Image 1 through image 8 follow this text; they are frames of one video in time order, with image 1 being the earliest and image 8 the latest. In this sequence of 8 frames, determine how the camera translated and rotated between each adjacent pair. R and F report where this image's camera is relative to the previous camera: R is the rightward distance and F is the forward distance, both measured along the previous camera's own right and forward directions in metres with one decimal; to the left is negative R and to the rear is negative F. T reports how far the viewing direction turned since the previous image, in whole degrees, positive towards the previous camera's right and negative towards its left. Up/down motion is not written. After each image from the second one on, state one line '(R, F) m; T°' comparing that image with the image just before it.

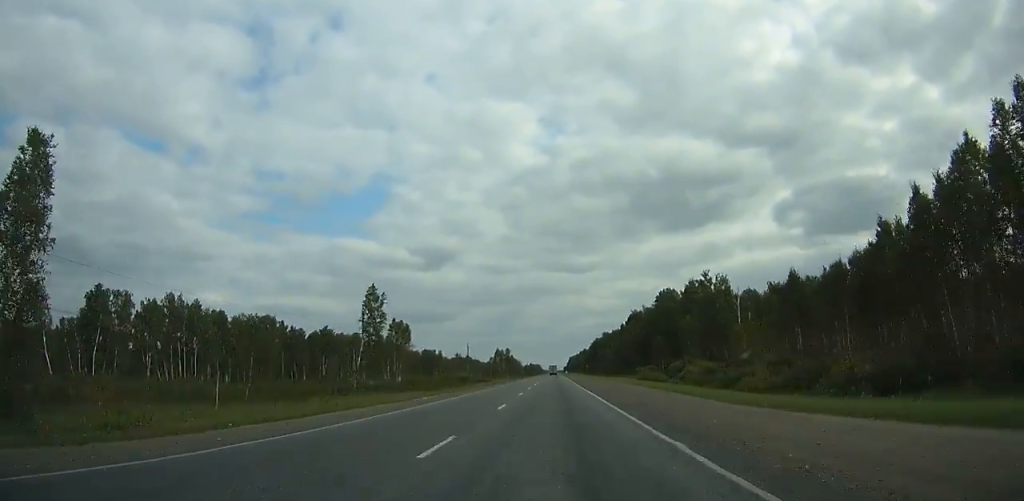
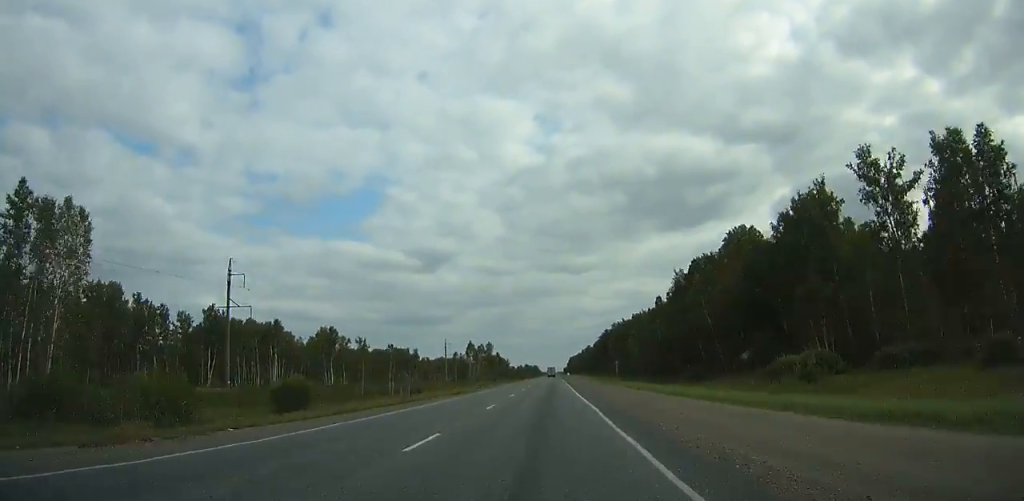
(+0.2, +69.6) m; 0°
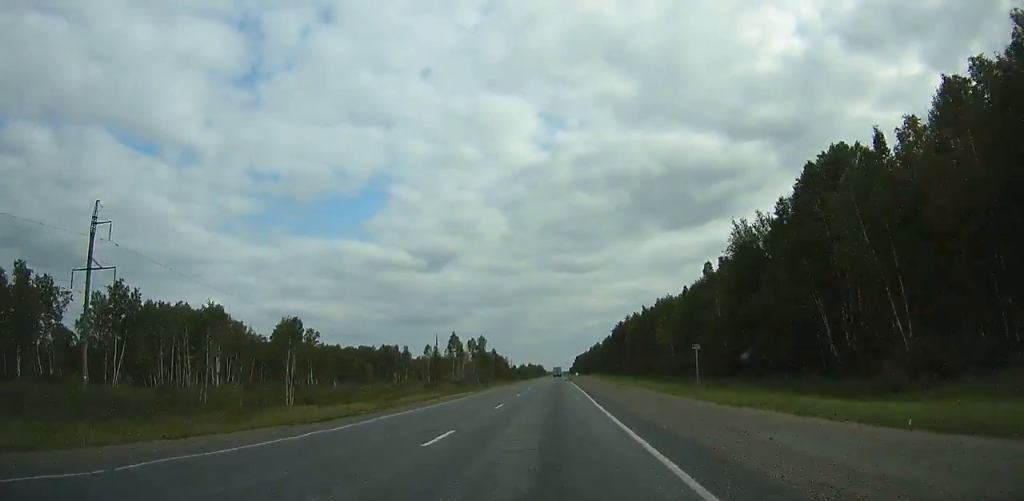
(0.0, +34.7) m; 0°
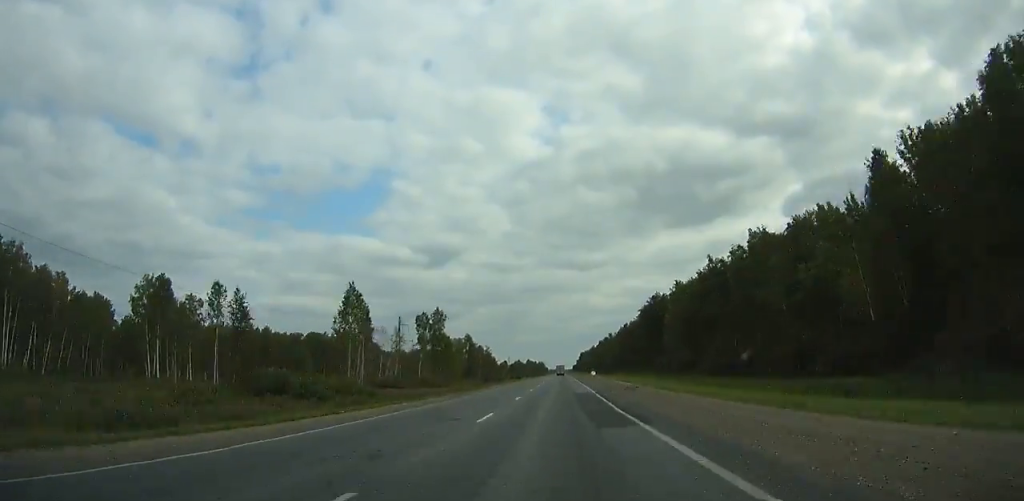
(-0.4, +68.6) m; 0°
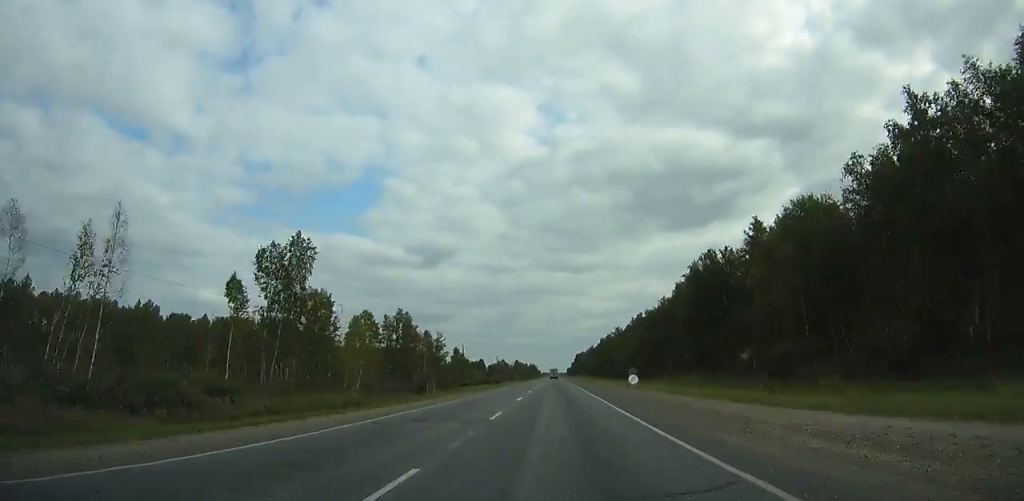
(-0.2, +60.3) m; 0°
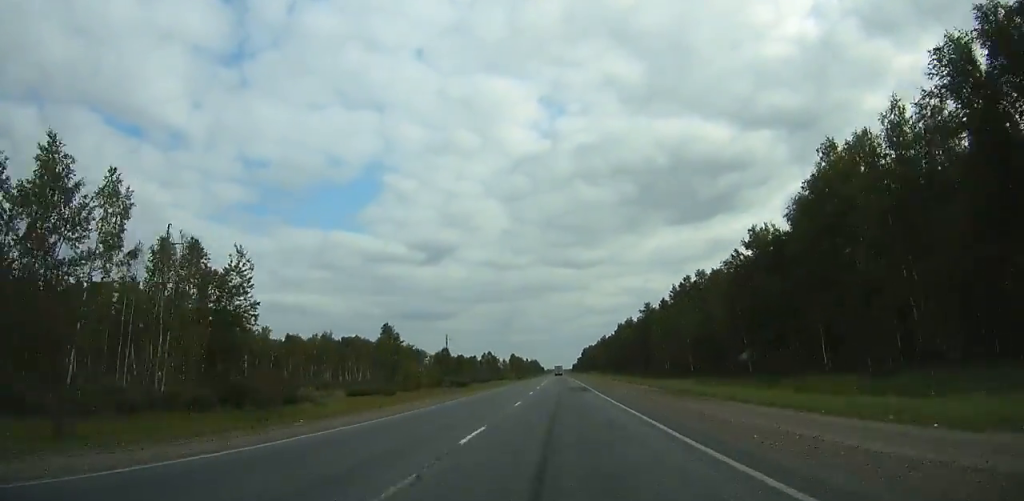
(+0.3, +66.6) m; 0°
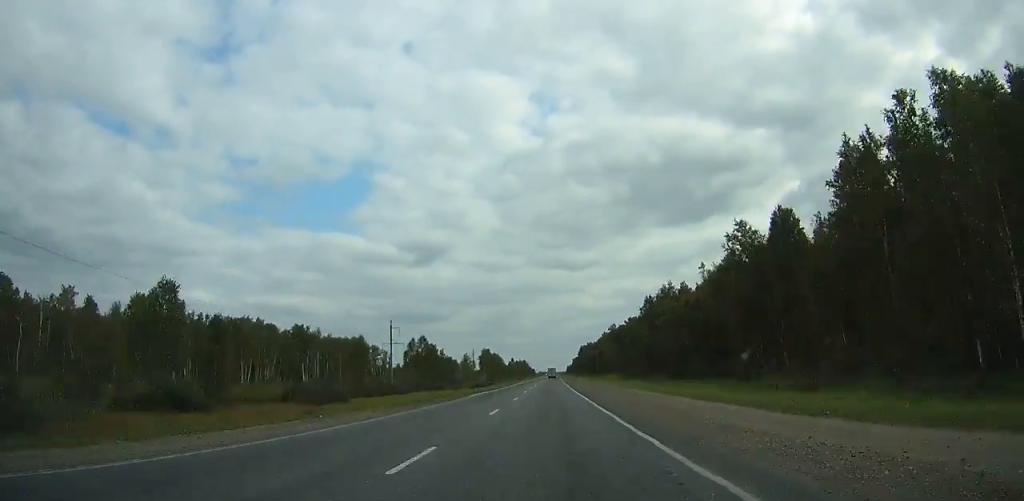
(0.0, +87.3) m; 0°
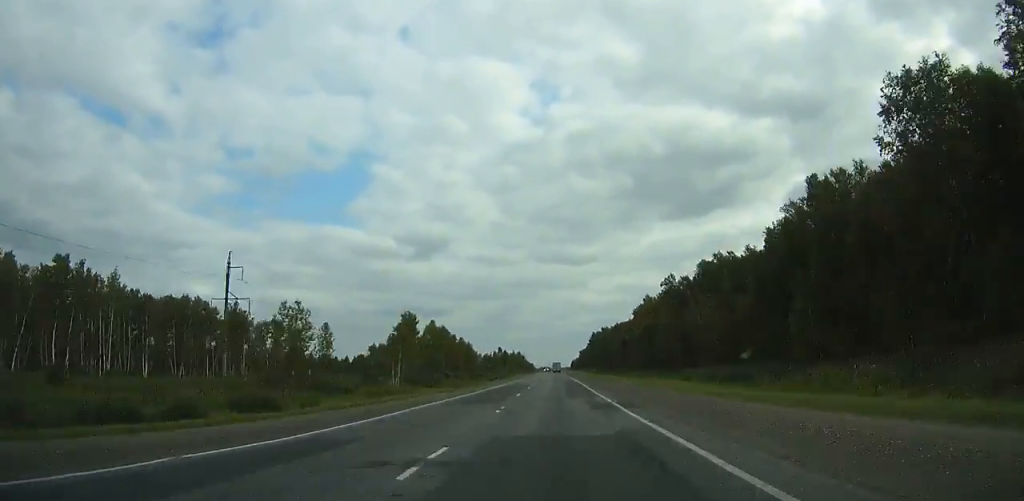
(0.0, +107.4) m; 0°
